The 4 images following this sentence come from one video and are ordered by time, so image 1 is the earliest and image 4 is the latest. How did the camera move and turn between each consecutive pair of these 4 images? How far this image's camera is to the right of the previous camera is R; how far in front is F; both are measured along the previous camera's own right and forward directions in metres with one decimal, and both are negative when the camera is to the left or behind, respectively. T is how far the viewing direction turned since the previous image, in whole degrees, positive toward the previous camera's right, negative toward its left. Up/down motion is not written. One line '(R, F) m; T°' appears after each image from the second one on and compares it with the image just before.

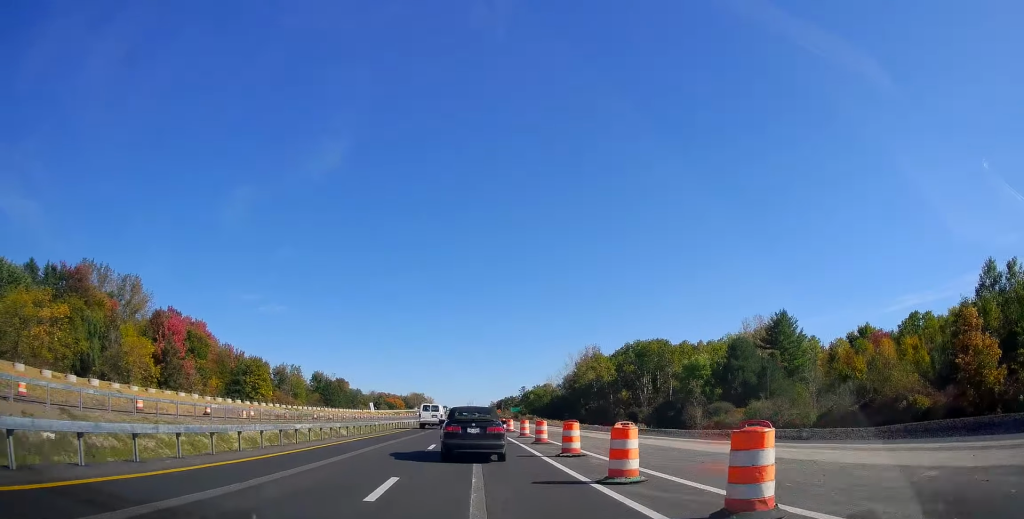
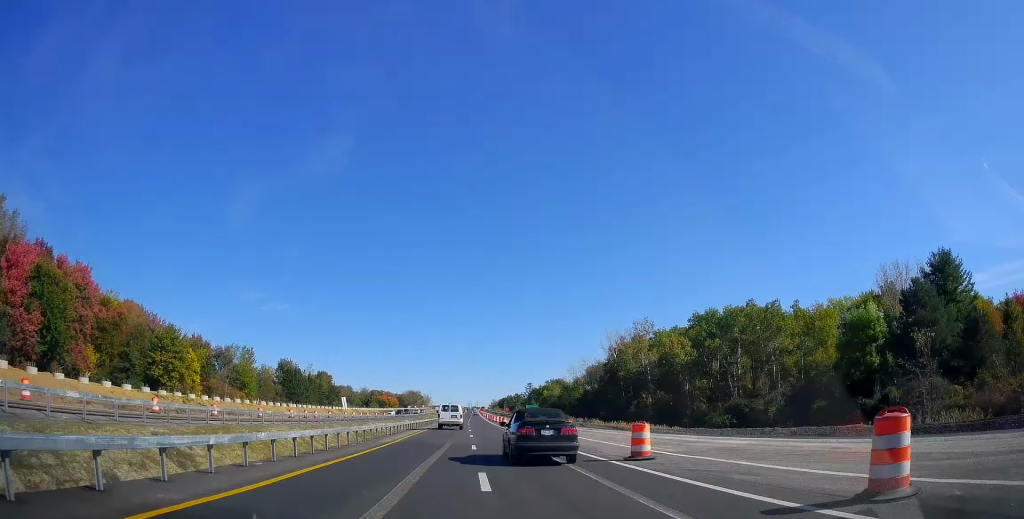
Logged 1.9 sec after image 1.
(-1.1, +44.9) m; -1°
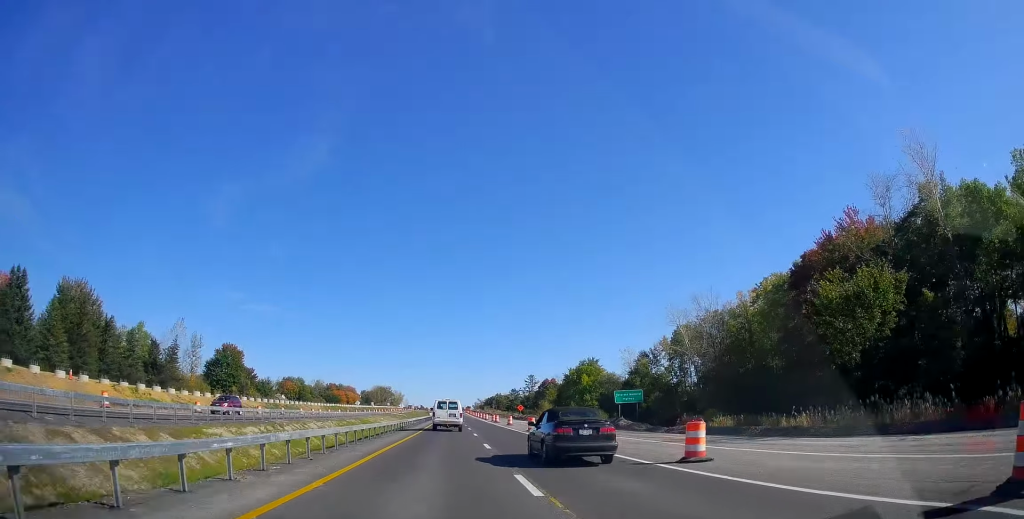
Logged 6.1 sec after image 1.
(+2.9, +107.6) m; +1°
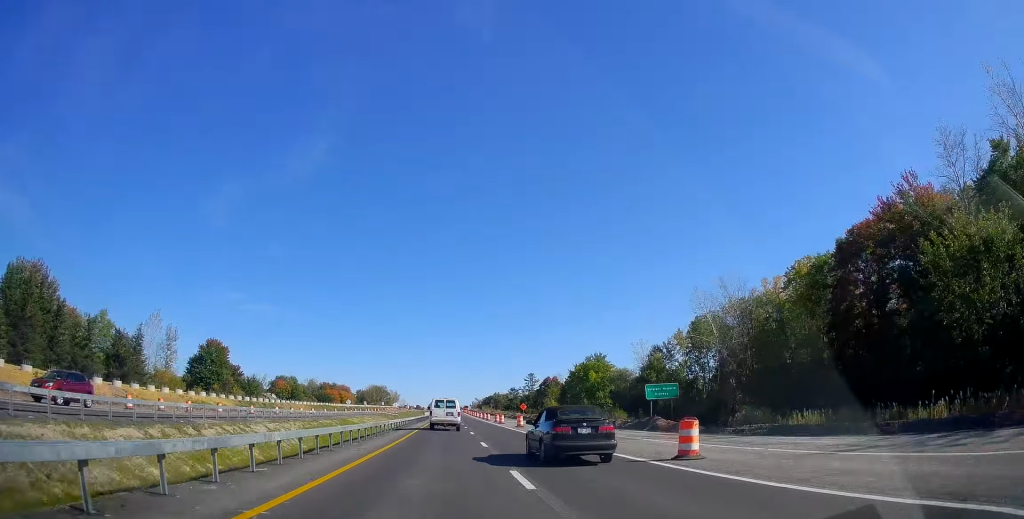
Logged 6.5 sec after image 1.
(0.0, +11.5) m; 0°
